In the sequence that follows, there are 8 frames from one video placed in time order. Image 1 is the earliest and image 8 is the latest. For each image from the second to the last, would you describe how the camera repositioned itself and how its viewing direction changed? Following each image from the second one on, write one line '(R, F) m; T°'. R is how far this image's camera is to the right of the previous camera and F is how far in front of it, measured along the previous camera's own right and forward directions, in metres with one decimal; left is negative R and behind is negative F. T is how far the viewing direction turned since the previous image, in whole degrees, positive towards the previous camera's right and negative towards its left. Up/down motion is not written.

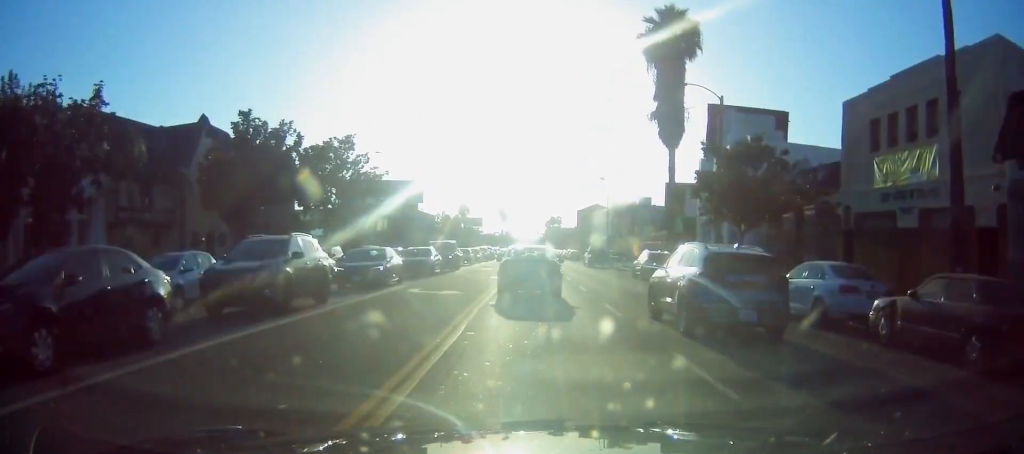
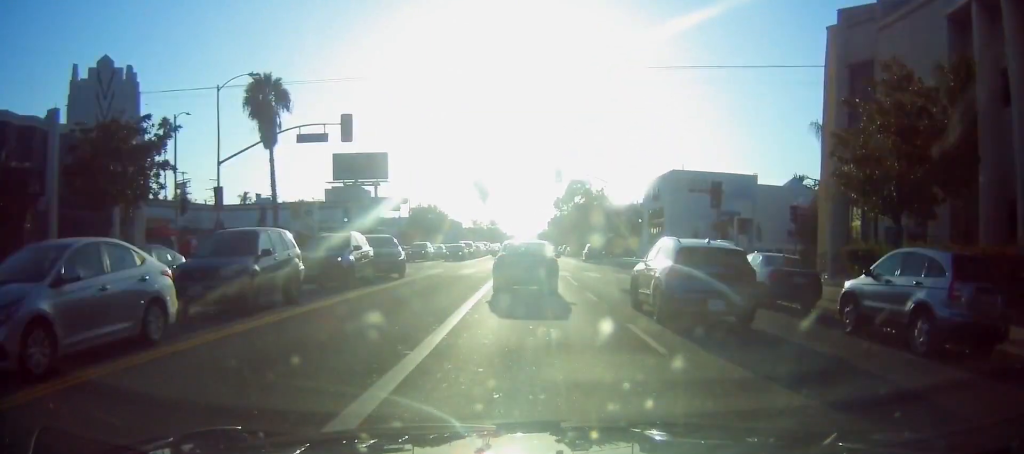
(+0.5, +136.1) m; 0°
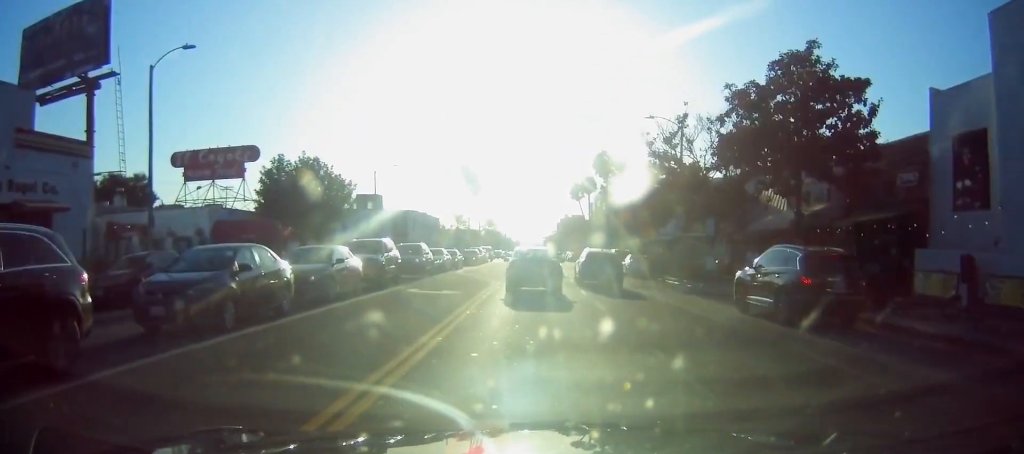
(+0.2, +72.4) m; 0°
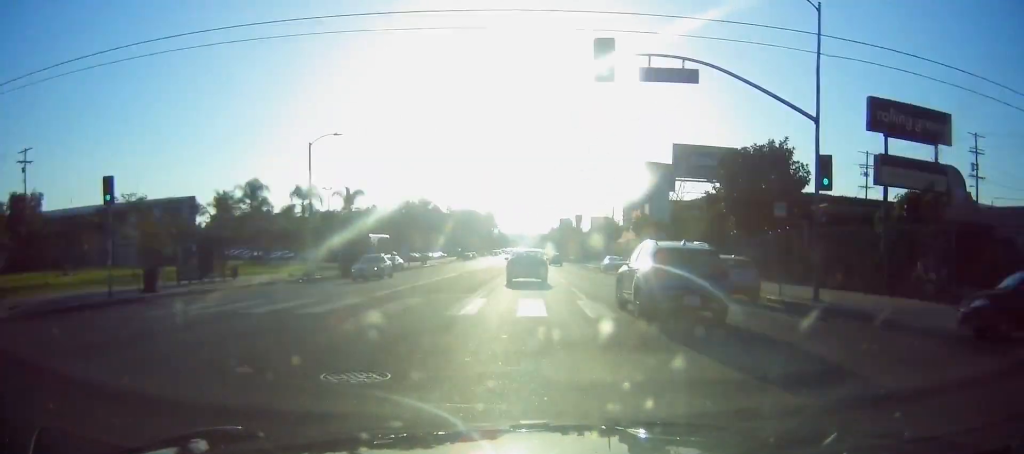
(-2.3, +333.8) m; -1°
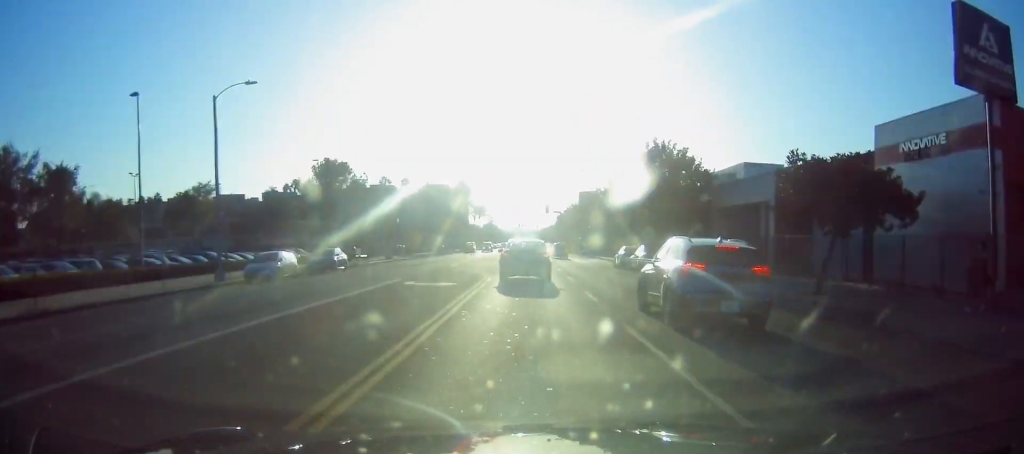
(0.0, +71.2) m; 0°
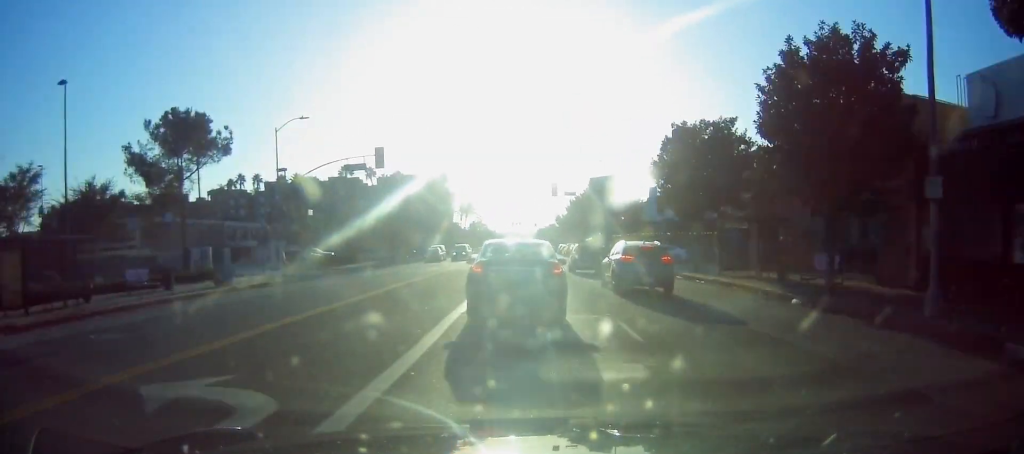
(+0.1, +38.1) m; 0°
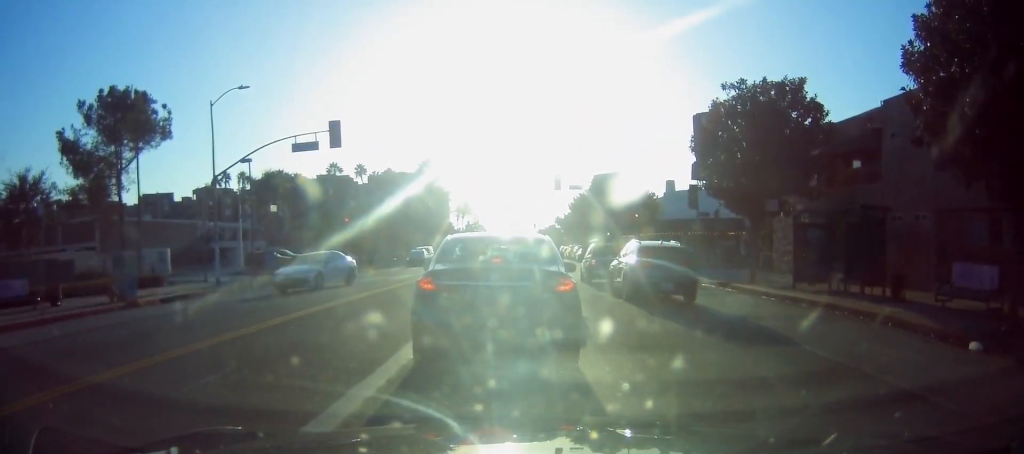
(0.0, +34.6) m; 0°
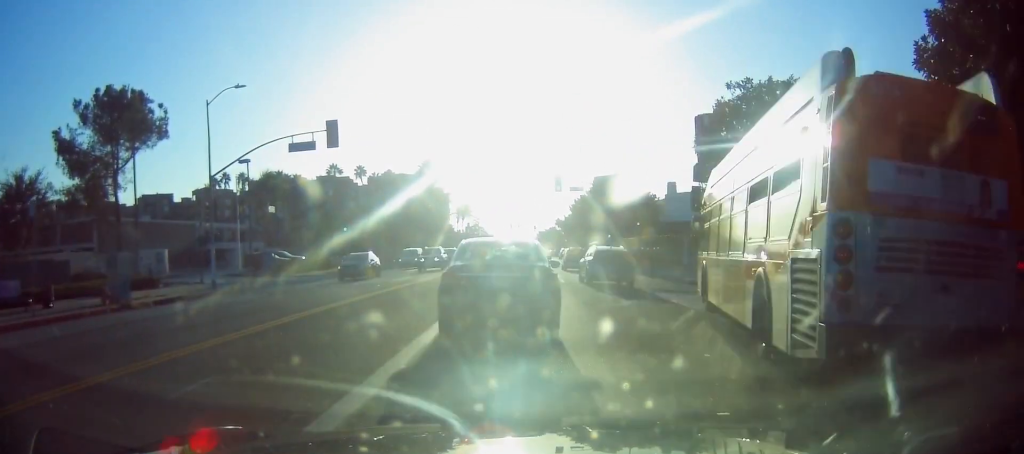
(+0.2, +56.4) m; 0°
